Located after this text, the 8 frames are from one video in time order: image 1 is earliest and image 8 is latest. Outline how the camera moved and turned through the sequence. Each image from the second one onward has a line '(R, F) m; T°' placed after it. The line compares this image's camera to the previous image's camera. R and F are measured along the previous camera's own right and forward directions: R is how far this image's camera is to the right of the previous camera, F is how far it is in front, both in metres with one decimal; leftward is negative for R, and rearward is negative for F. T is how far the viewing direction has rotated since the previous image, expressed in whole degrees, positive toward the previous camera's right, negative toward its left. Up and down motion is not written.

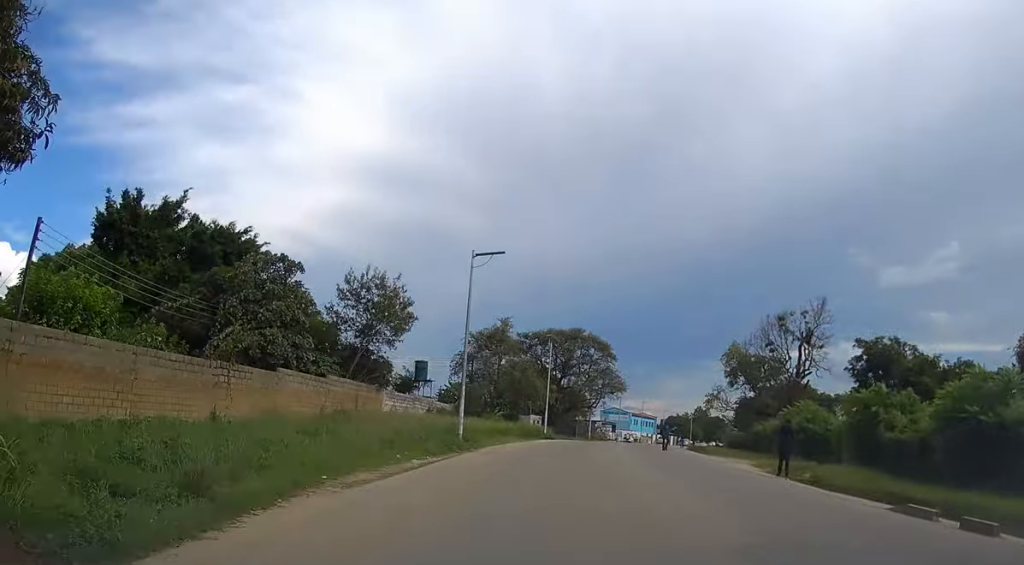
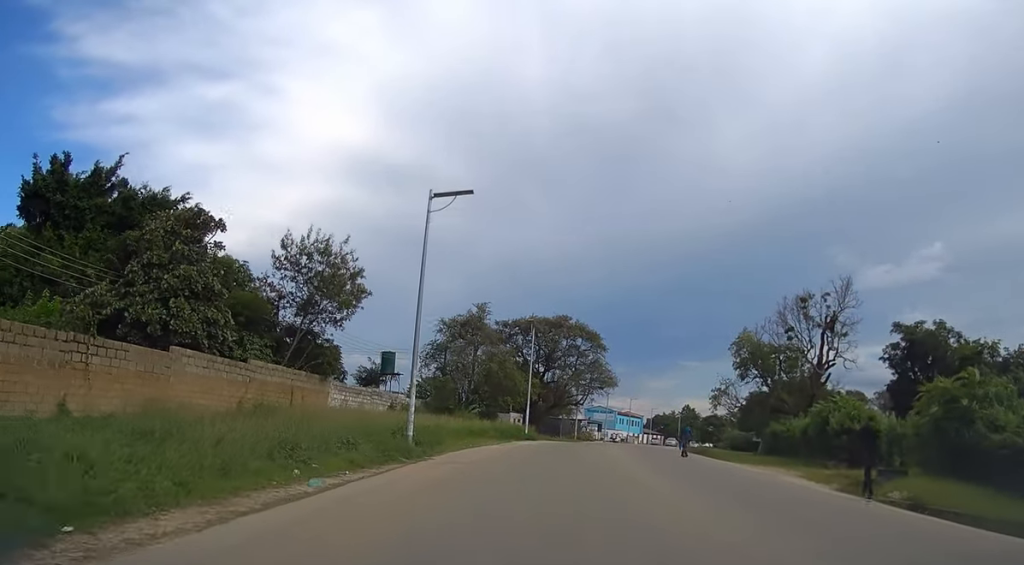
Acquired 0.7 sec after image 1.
(0.0, +7.7) m; 0°
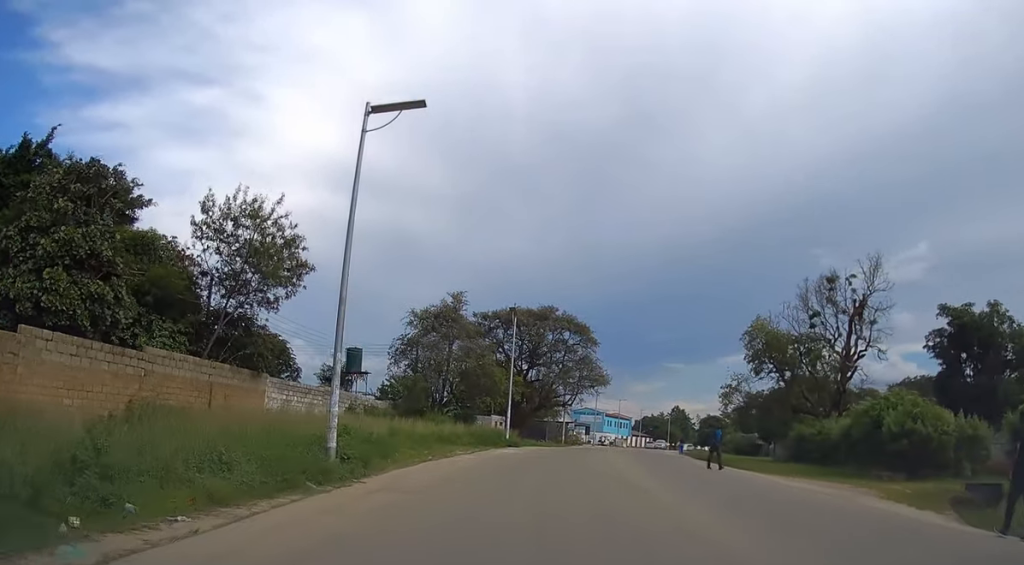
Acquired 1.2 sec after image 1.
(0.0, +6.8) m; 0°
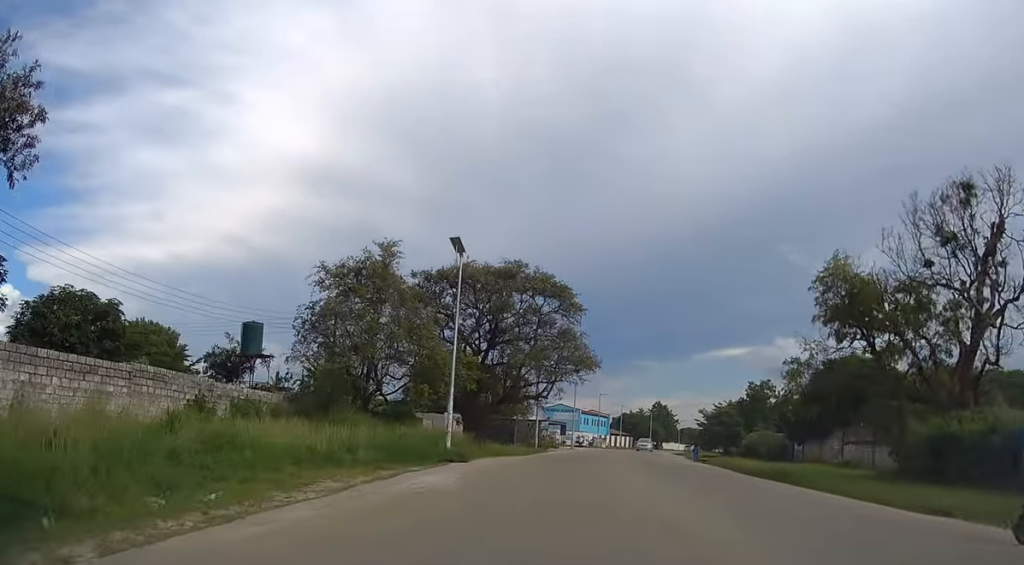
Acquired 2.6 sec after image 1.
(+0.4, +15.8) m; +3°
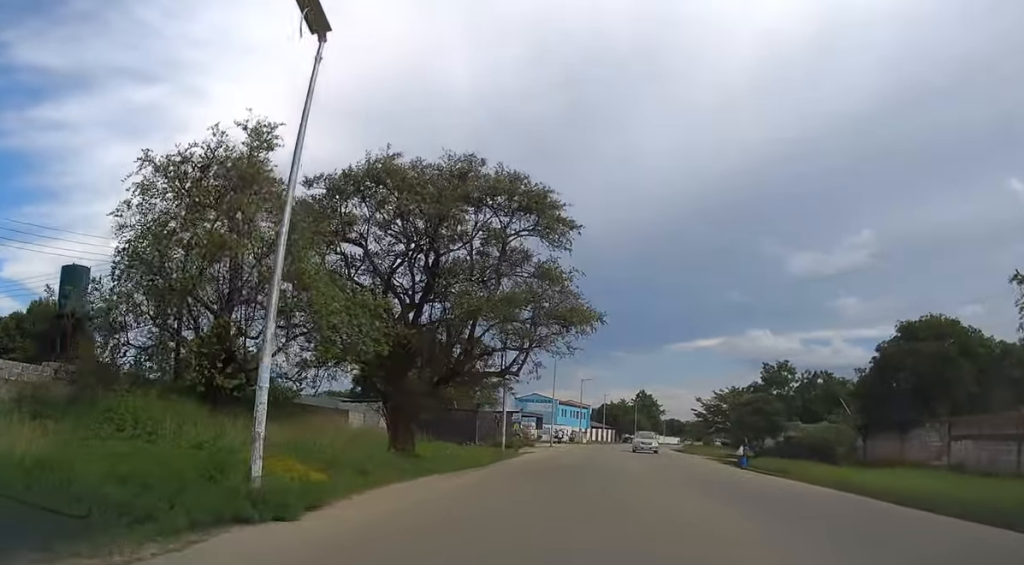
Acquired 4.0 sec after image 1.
(+0.4, +15.9) m; +3°
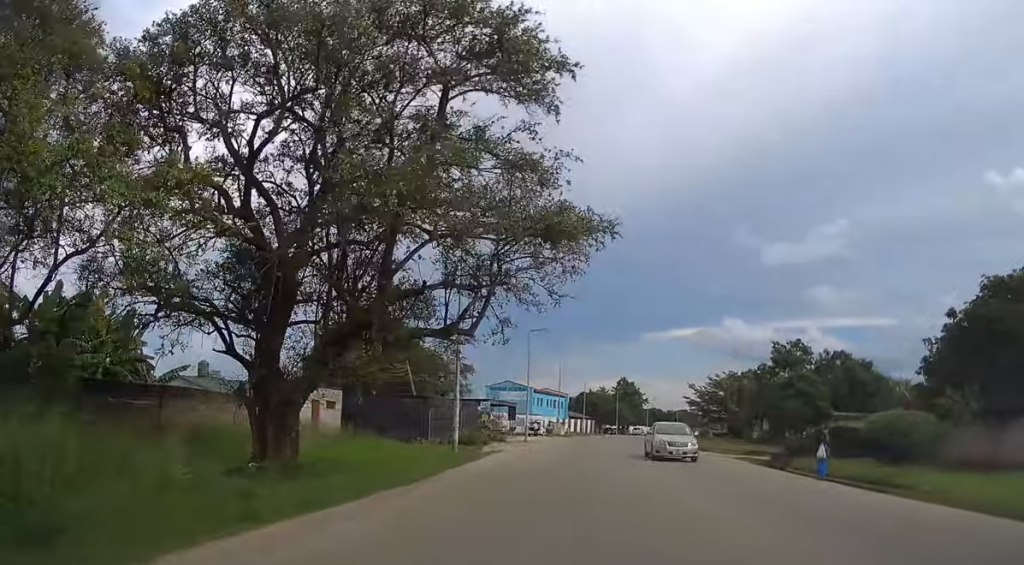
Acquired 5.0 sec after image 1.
(+0.2, +10.9) m; +1°
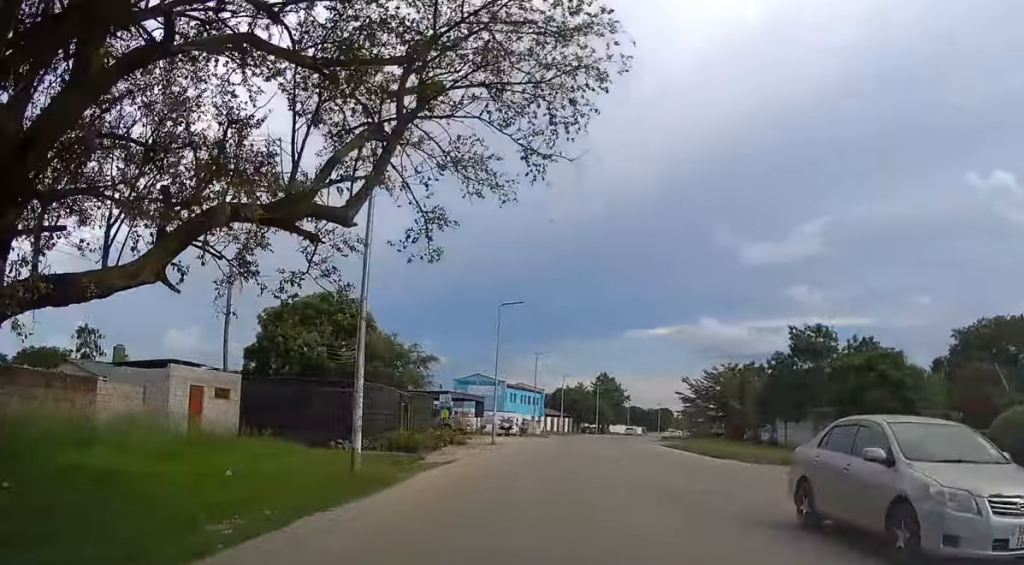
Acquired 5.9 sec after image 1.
(+0.1, +10.5) m; +2°
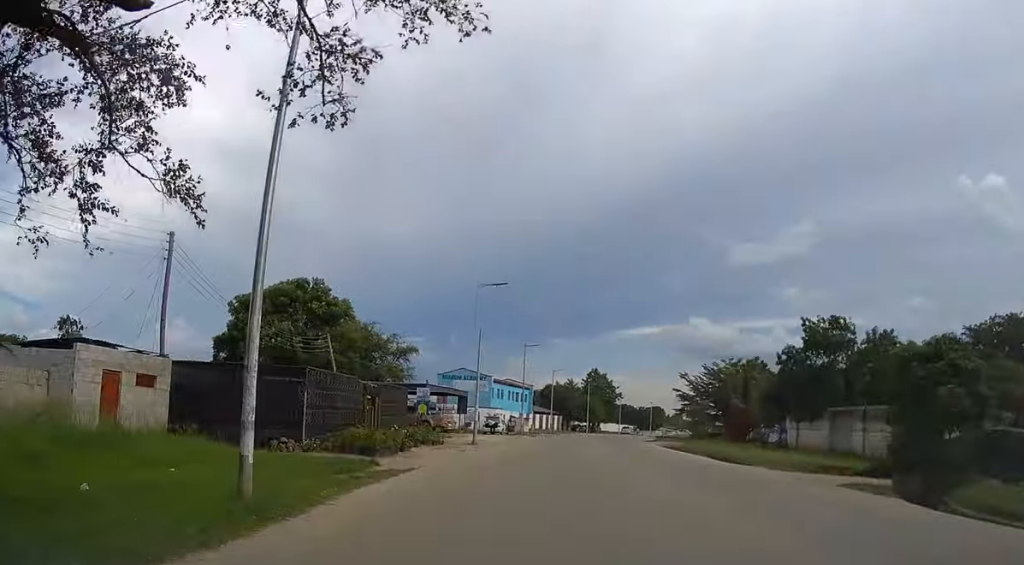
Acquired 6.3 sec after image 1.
(0.0, +4.9) m; +1°
